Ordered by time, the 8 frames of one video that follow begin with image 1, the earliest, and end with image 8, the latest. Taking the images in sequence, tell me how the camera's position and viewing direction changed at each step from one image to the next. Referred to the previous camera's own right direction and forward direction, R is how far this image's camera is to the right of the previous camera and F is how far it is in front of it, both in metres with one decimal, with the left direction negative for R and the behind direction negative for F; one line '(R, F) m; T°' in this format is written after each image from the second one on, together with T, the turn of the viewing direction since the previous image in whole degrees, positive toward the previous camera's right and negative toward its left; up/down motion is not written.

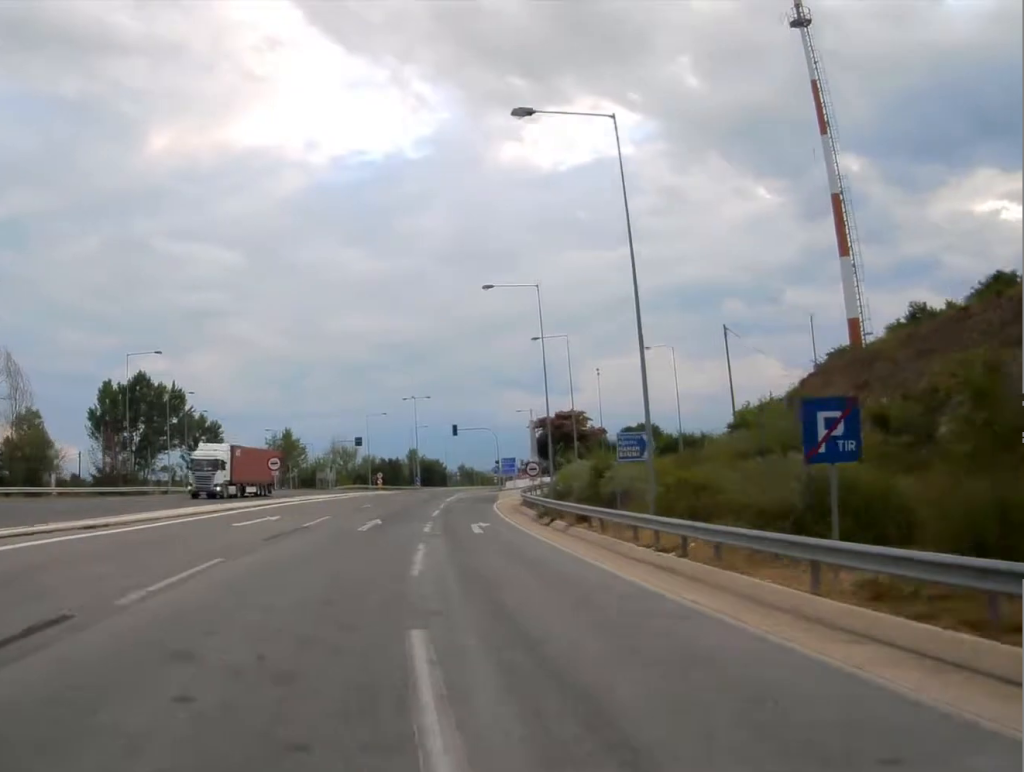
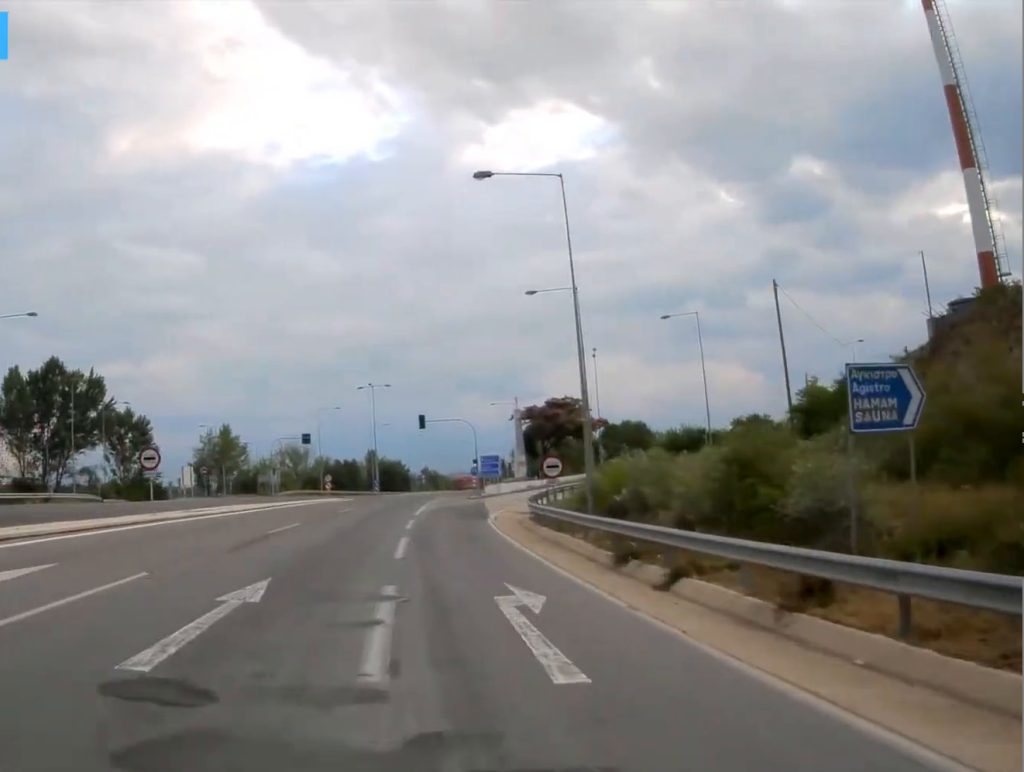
(+0.3, +17.5) m; +2°
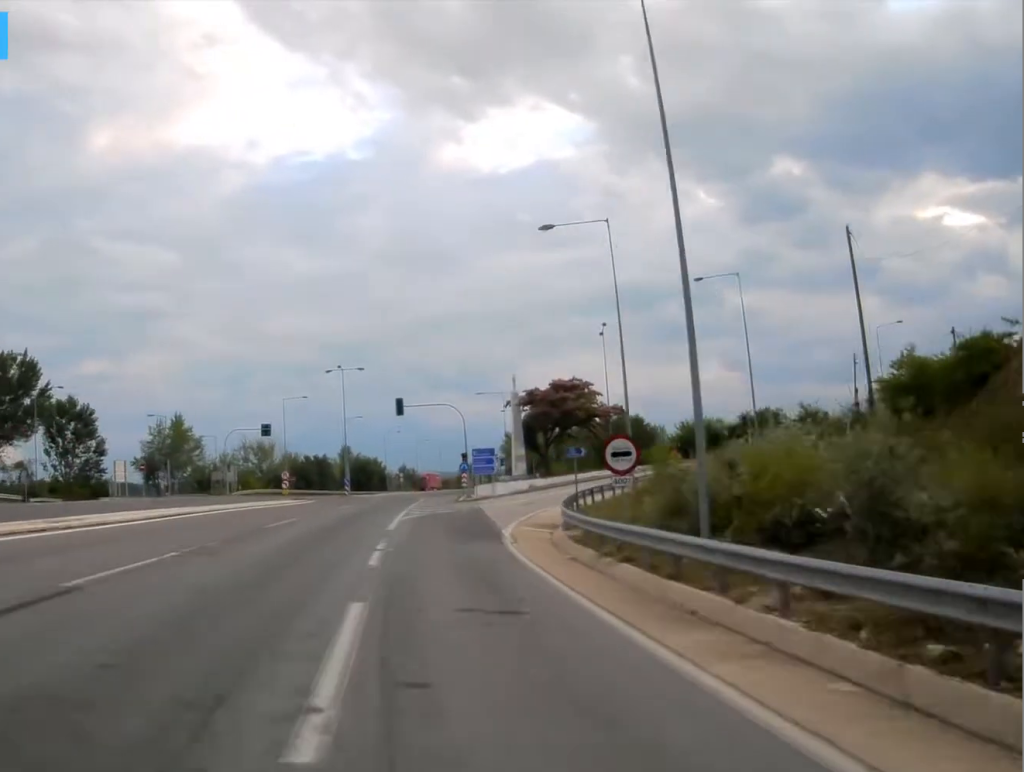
(+0.3, +16.7) m; +2°
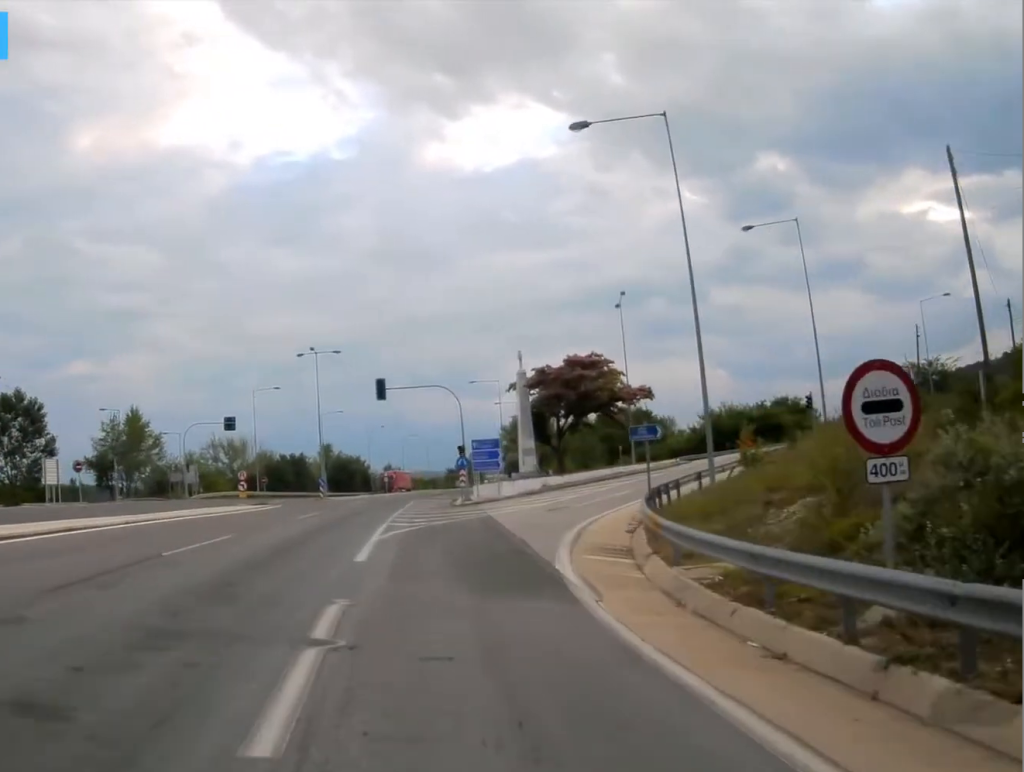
(+0.3, +13.6) m; +2°
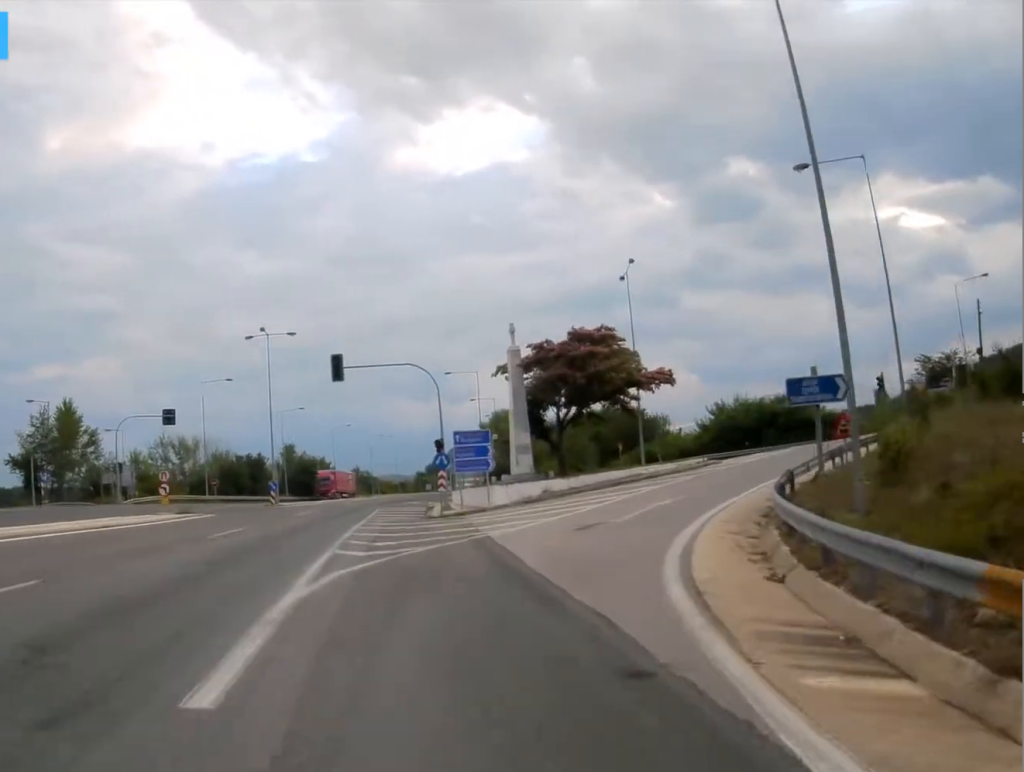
(+0.2, +11.9) m; +2°
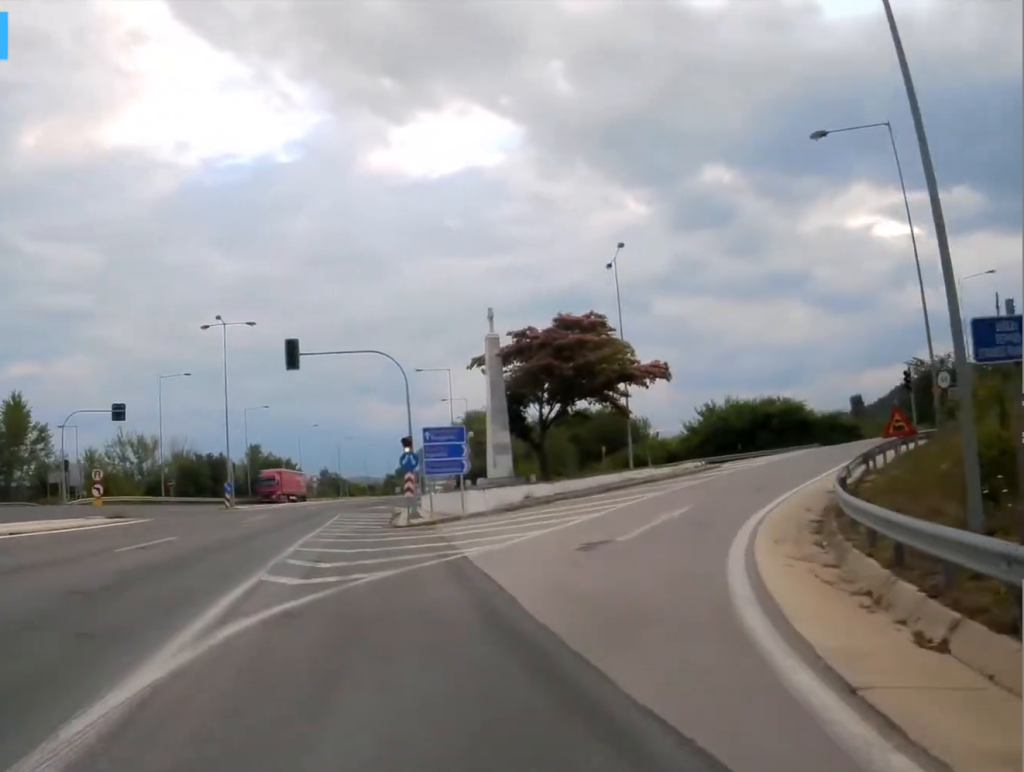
(+0.1, +5.2) m; +2°
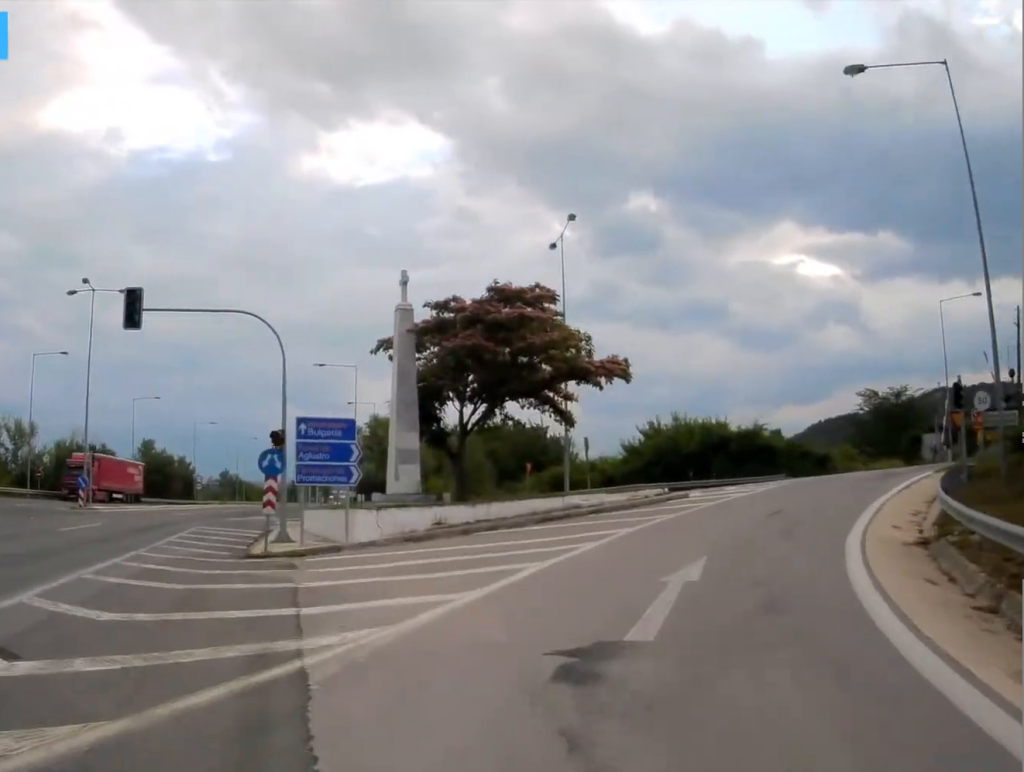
(+0.4, +10.7) m; +8°
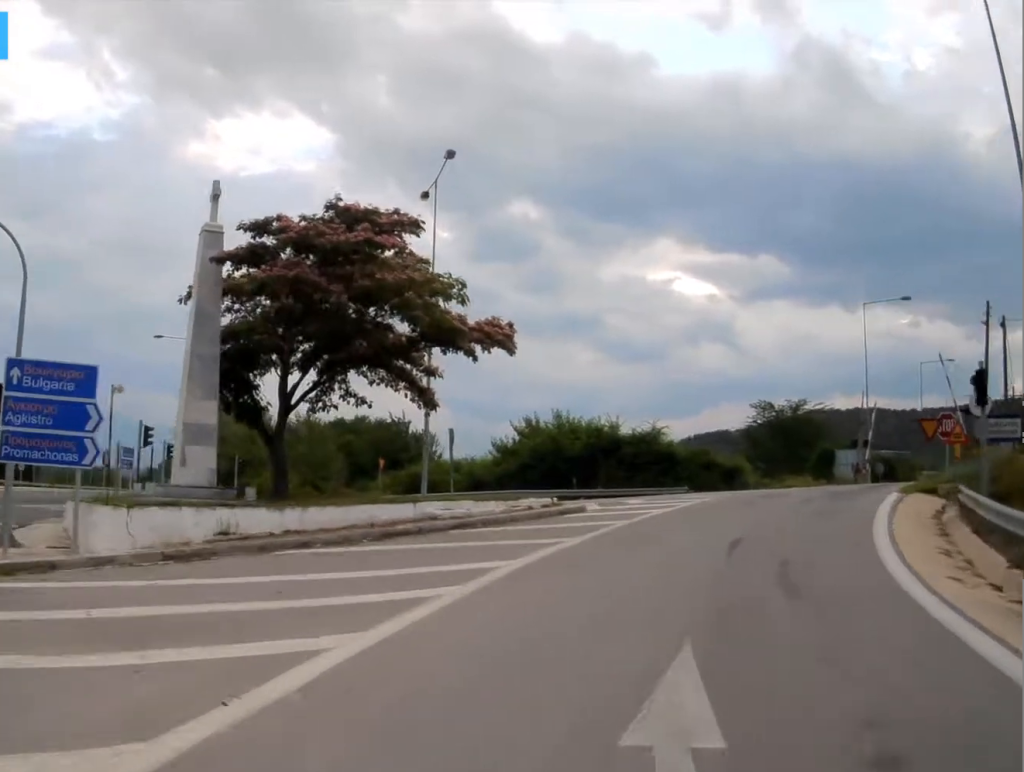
(+0.9, +8.7) m; +13°
